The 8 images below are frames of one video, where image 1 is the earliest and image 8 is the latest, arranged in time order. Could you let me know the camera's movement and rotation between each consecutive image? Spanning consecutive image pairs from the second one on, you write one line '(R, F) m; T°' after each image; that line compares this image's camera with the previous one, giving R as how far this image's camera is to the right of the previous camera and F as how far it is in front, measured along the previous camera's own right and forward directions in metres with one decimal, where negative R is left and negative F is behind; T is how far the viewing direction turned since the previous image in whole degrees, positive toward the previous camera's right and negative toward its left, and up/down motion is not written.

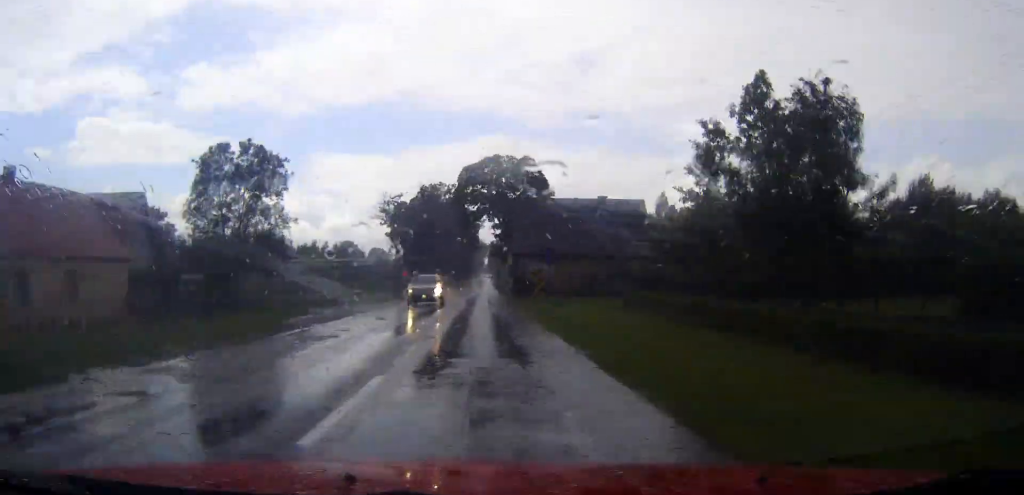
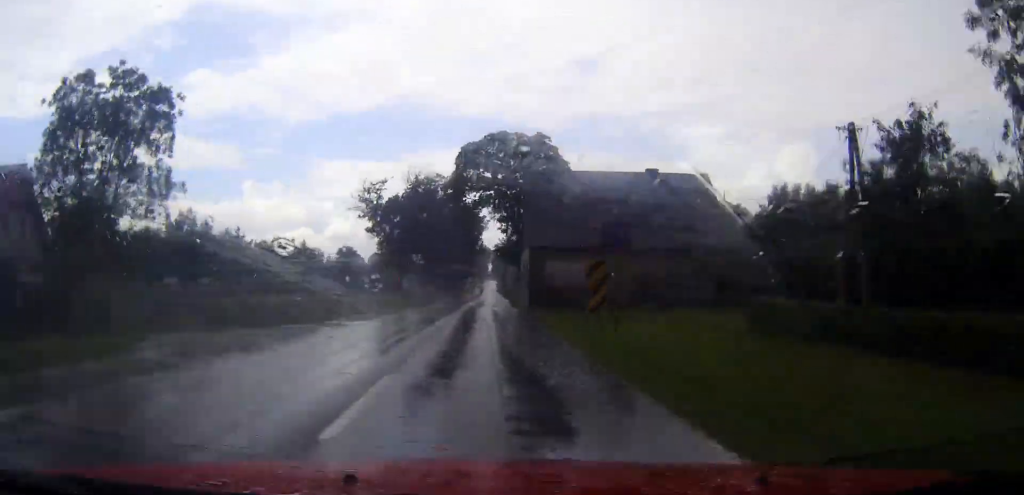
(0.0, +17.0) m; 0°
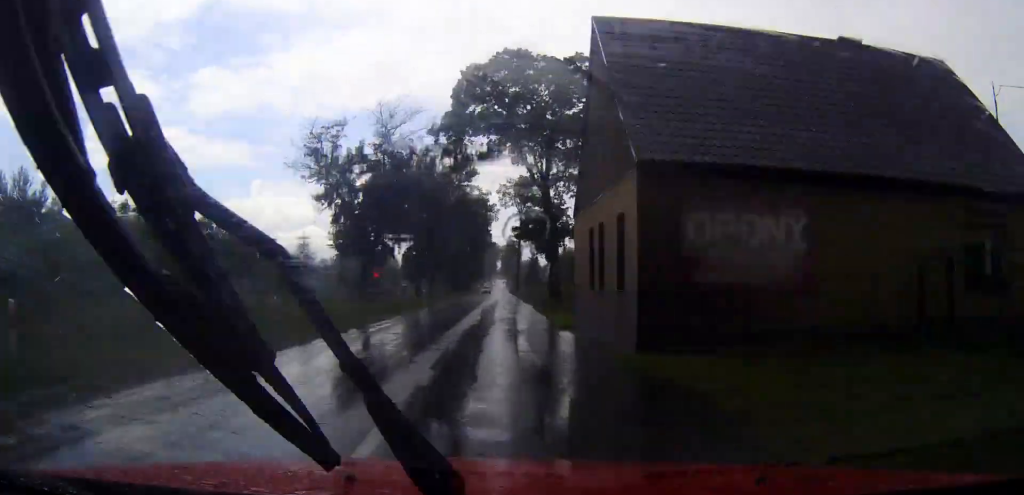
(-0.2, +24.7) m; 0°
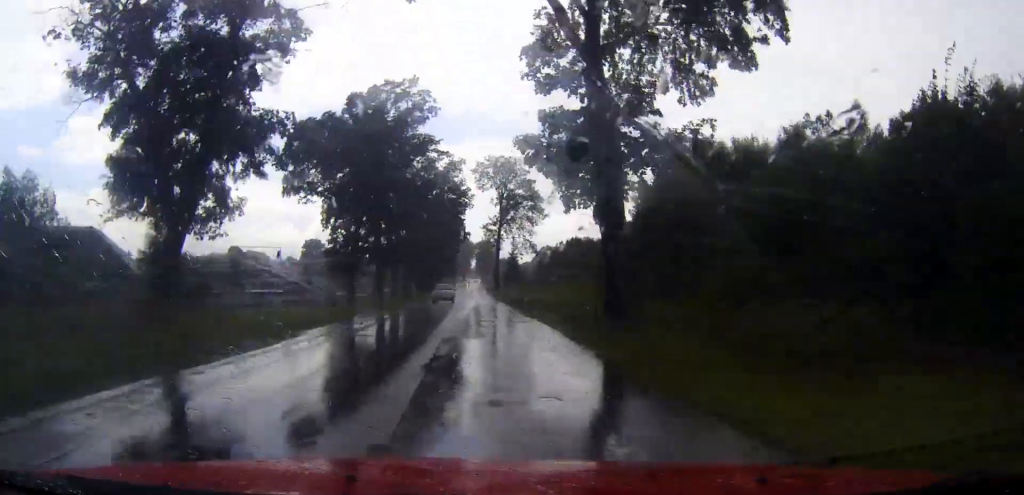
(+0.2, +27.5) m; +1°
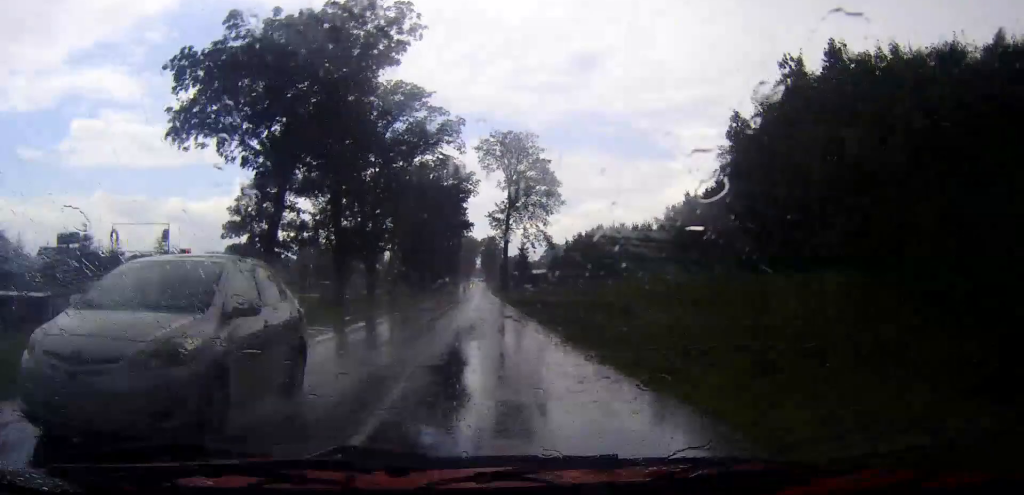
(+0.2, +19.7) m; 0°
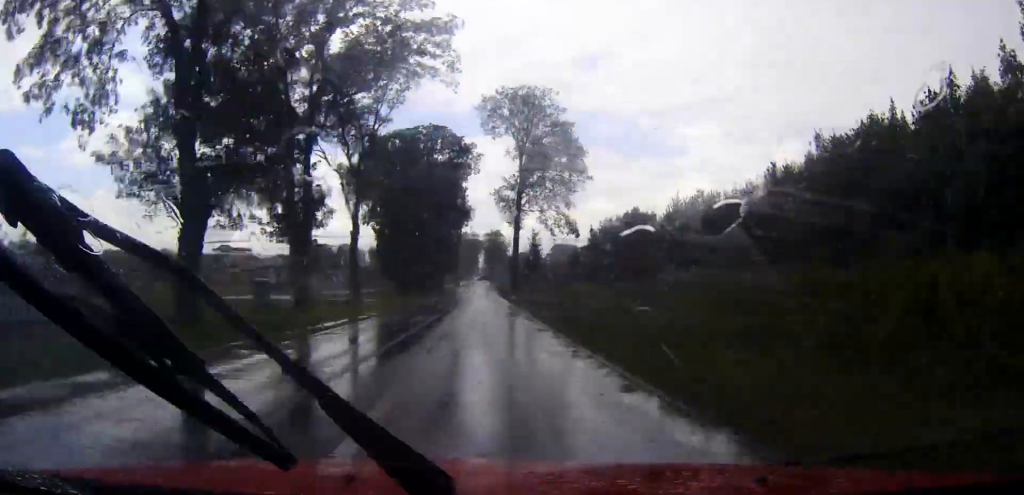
(0.0, +24.0) m; 0°
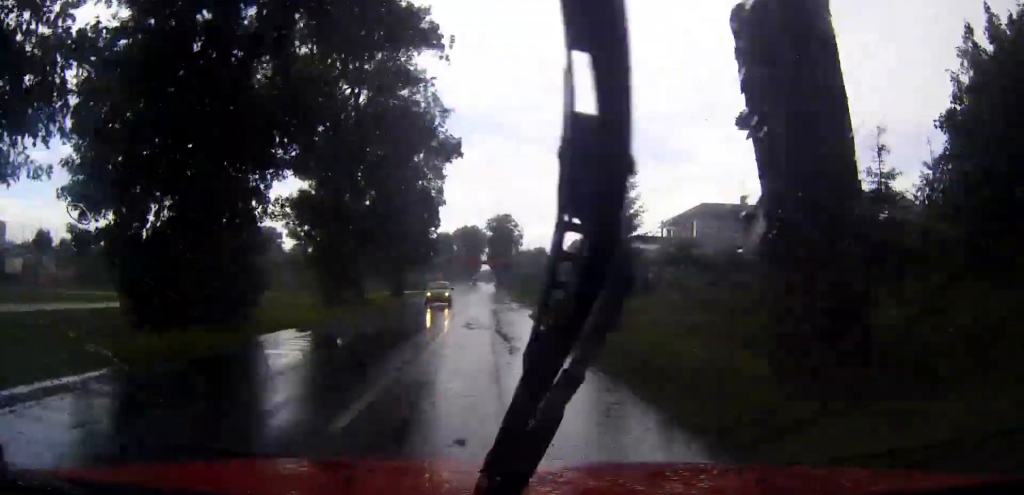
(-0.4, +74.1) m; -1°
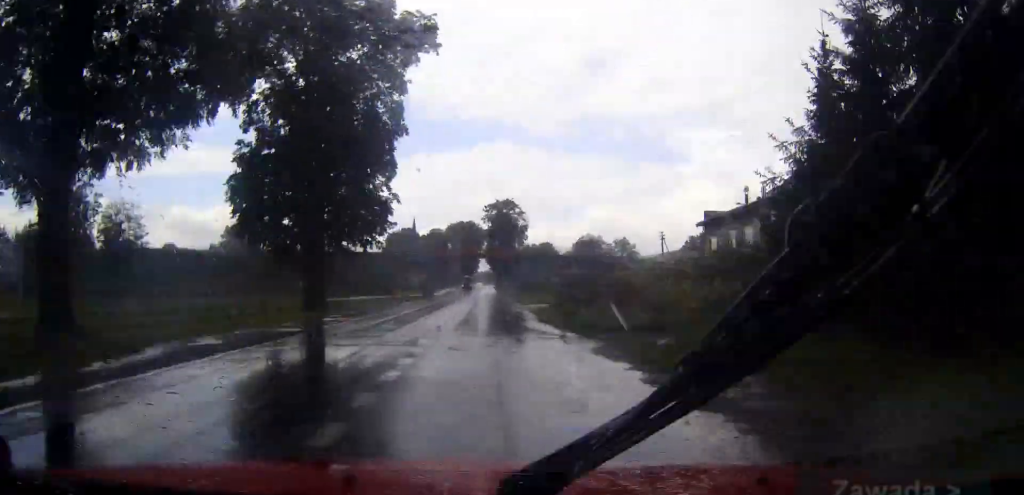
(-0.1, +36.7) m; 0°
